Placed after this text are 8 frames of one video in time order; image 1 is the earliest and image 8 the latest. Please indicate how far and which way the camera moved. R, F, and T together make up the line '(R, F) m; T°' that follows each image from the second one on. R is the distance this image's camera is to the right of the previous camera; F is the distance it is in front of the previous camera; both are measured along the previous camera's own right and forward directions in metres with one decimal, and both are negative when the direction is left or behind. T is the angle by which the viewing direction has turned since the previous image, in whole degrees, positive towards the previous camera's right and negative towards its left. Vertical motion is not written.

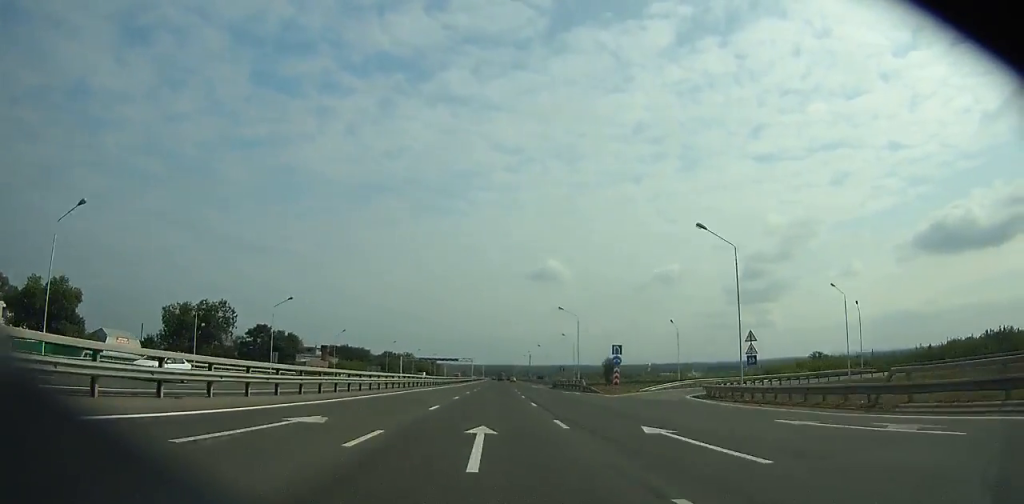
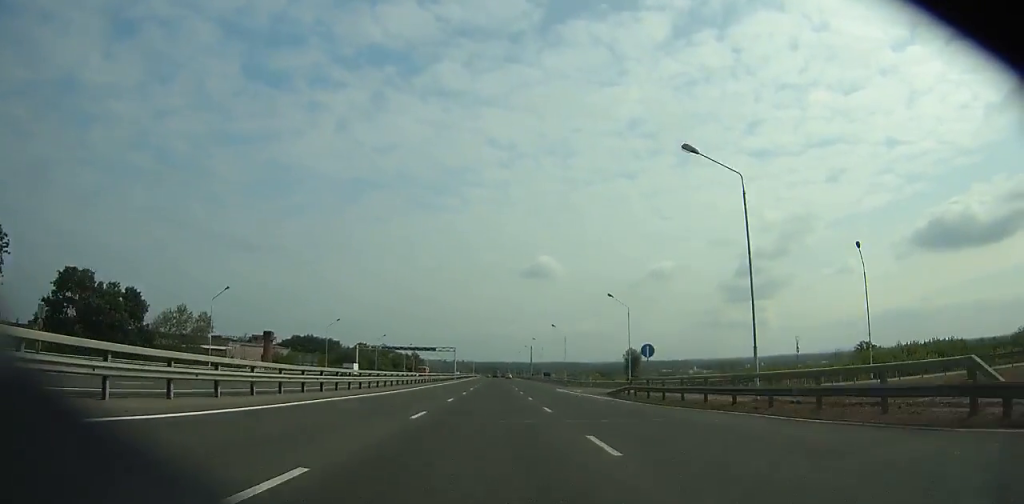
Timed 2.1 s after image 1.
(+1.0, +52.3) m; +2°
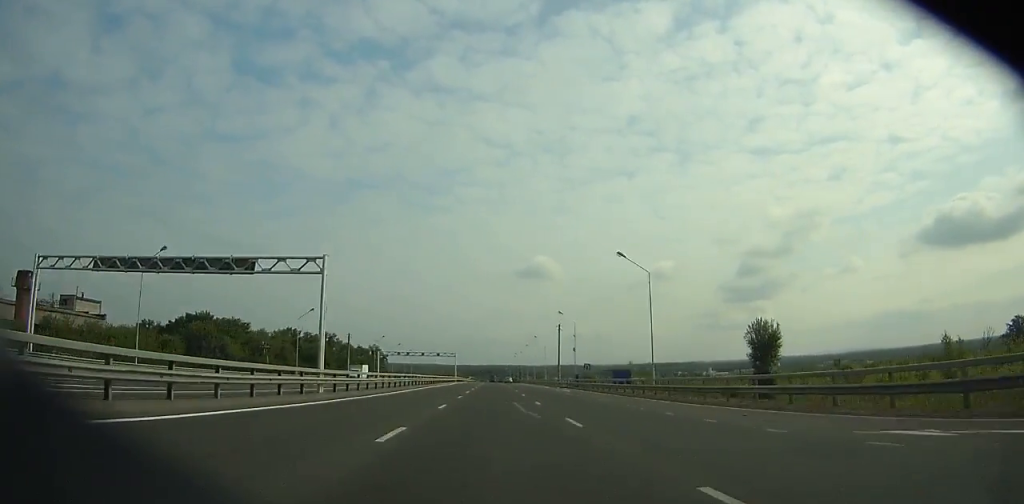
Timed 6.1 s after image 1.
(+1.6, +100.0) m; +1°
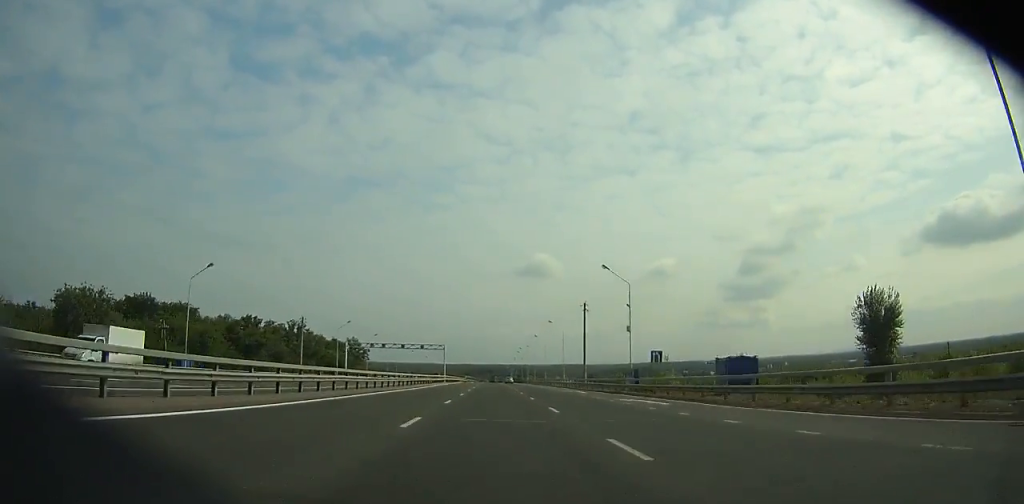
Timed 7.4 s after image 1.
(0.0, +32.3) m; 0°
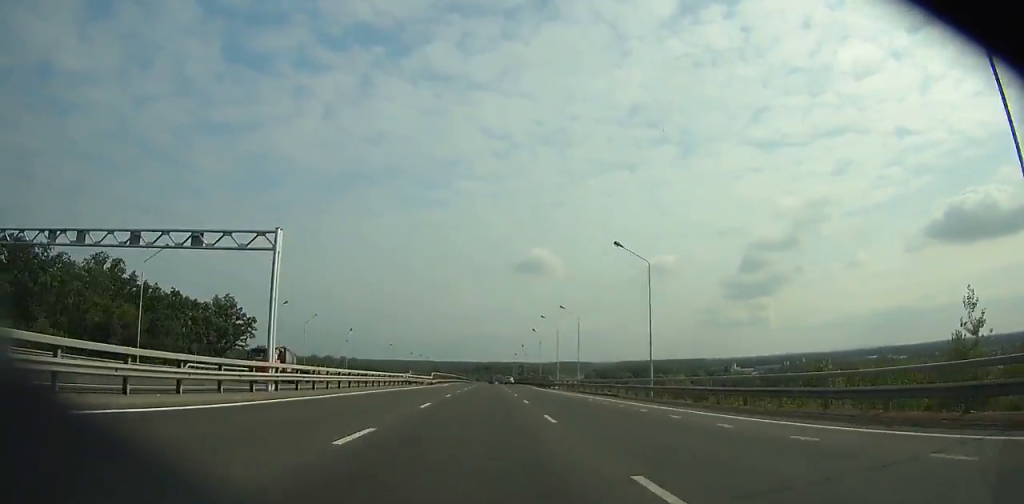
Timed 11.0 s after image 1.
(+0.3, +88.6) m; 0°
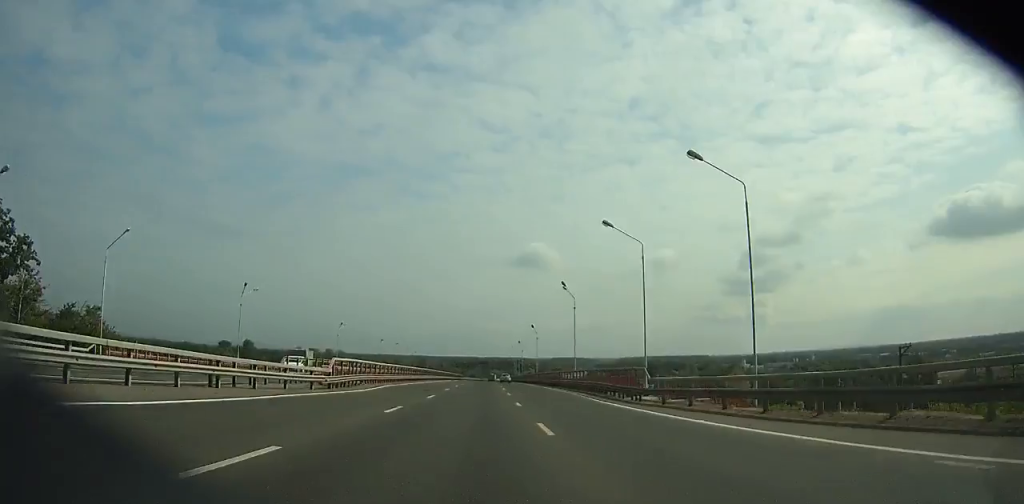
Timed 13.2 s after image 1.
(+0.3, +53.6) m; 0°
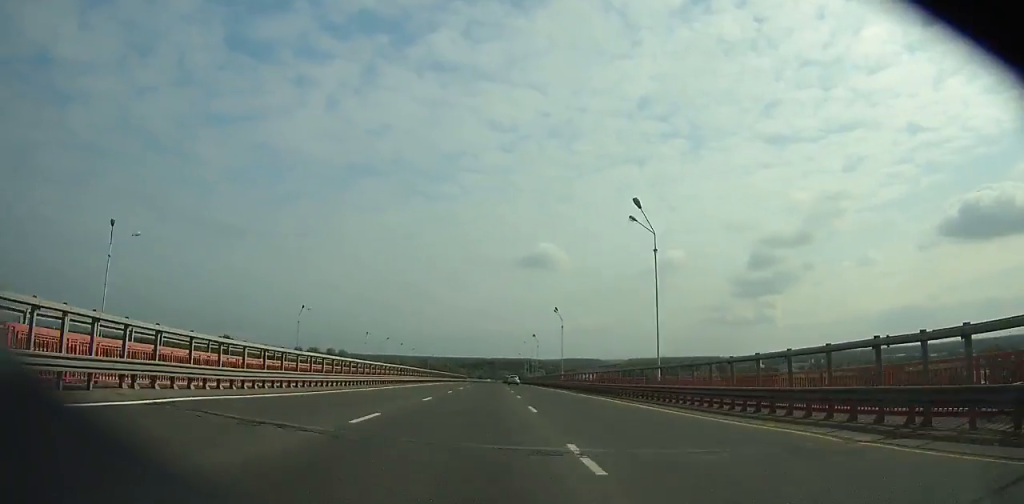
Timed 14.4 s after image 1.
(-0.2, +28.9) m; 0°
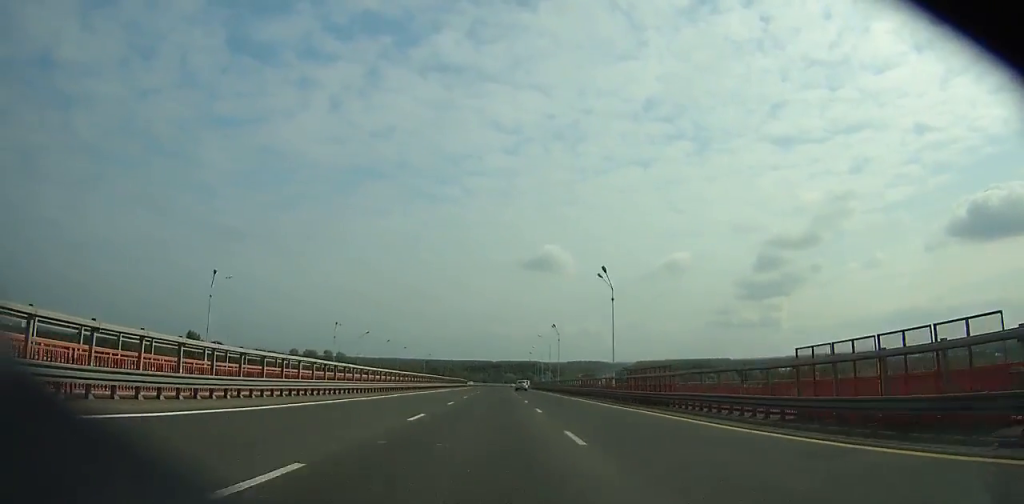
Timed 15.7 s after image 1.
(-0.1, +31.4) m; 0°
